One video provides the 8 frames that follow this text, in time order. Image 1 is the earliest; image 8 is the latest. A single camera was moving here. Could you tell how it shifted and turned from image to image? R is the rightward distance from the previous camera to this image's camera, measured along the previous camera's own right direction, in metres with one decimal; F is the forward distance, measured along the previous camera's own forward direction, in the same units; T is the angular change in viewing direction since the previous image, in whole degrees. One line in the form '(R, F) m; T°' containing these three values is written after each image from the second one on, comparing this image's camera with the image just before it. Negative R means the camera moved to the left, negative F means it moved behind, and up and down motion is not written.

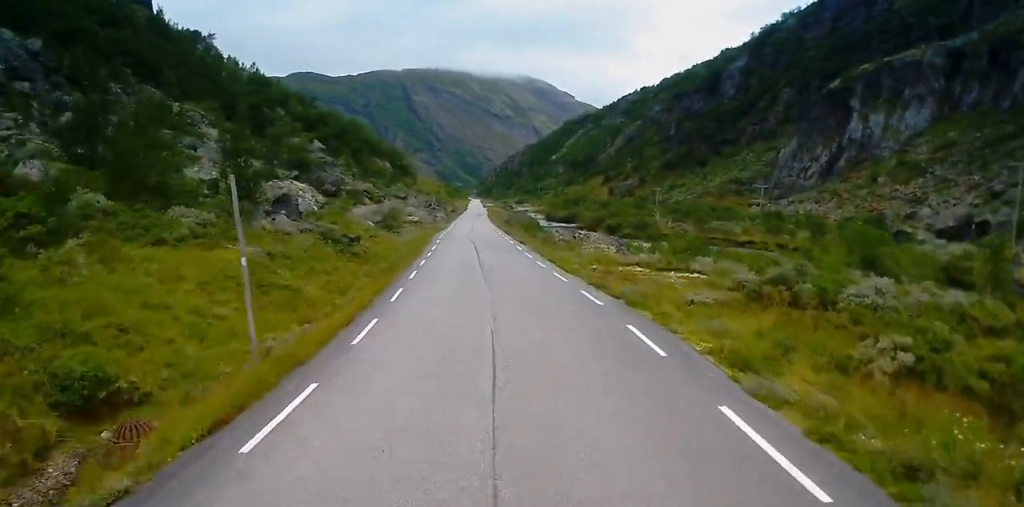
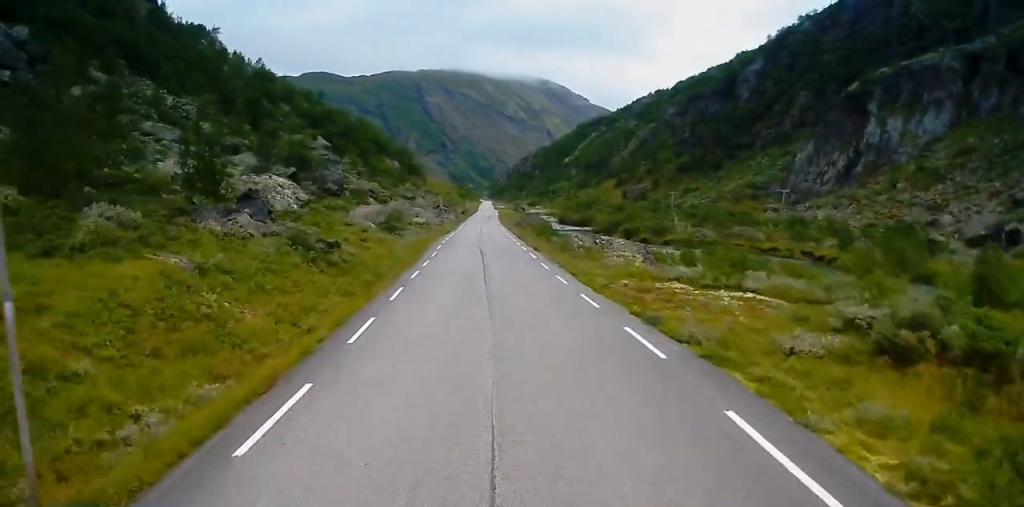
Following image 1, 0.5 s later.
(-0.1, +6.6) m; 0°
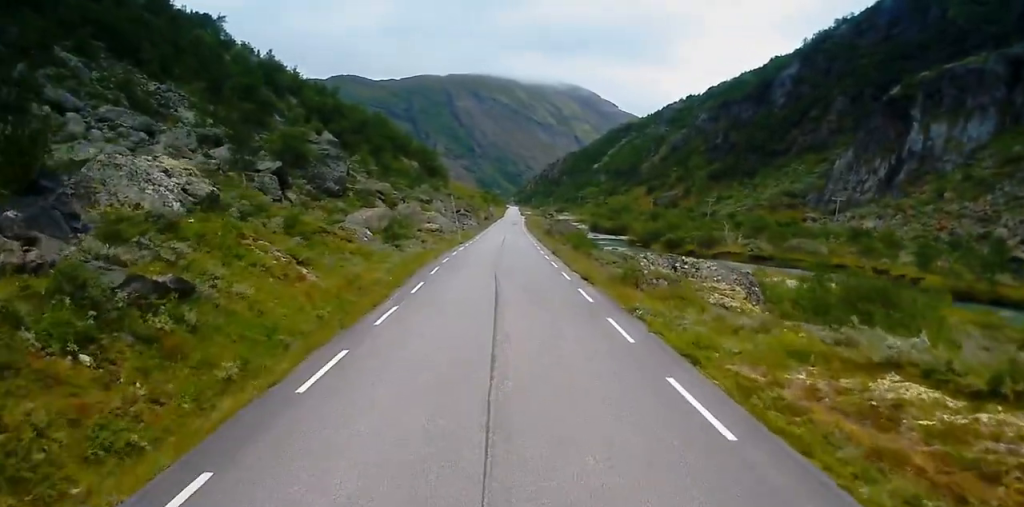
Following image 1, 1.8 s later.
(+0.1, +16.2) m; 0°
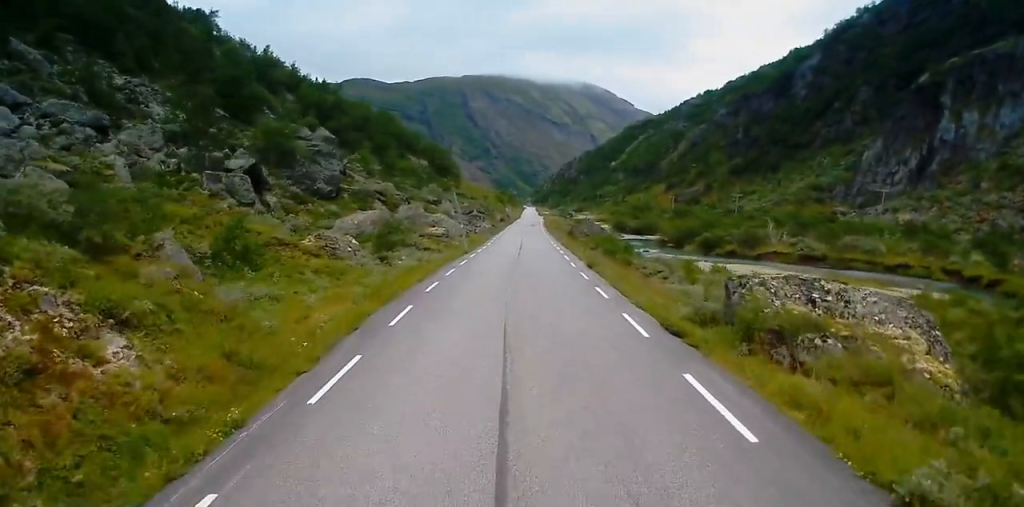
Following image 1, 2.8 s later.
(-0.1, +12.5) m; -2°
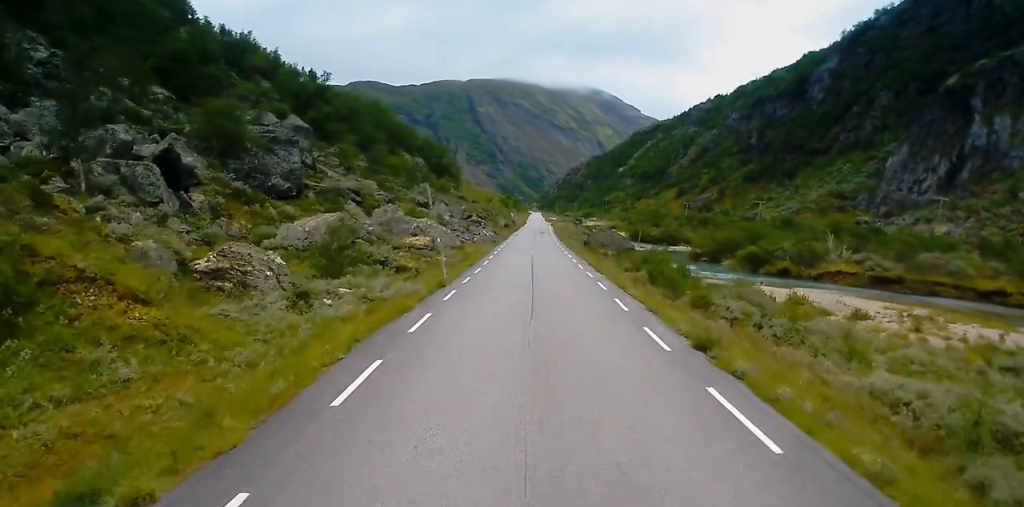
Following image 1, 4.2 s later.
(-0.5, +18.3) m; -1°
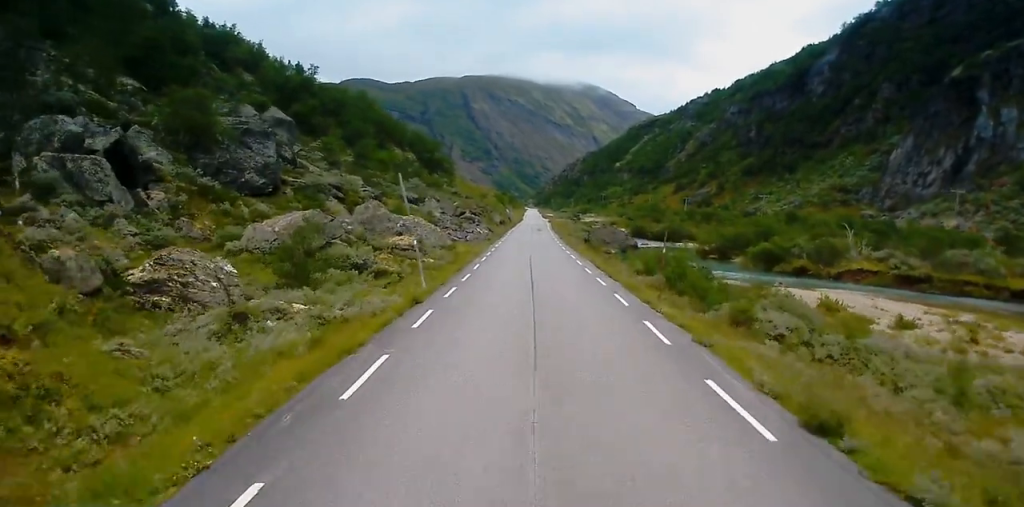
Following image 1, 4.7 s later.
(0.0, +5.8) m; +1°
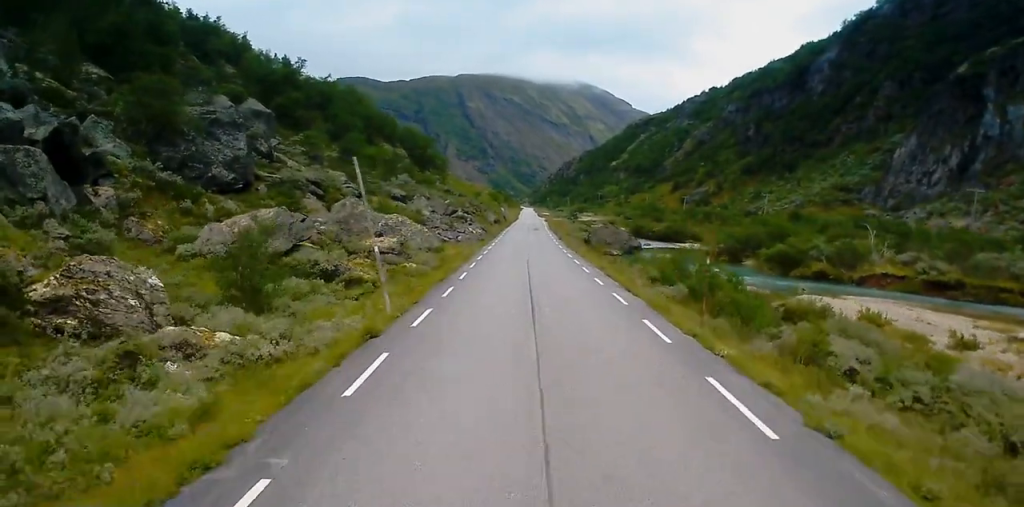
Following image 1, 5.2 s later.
(+0.1, +6.0) m; 0°
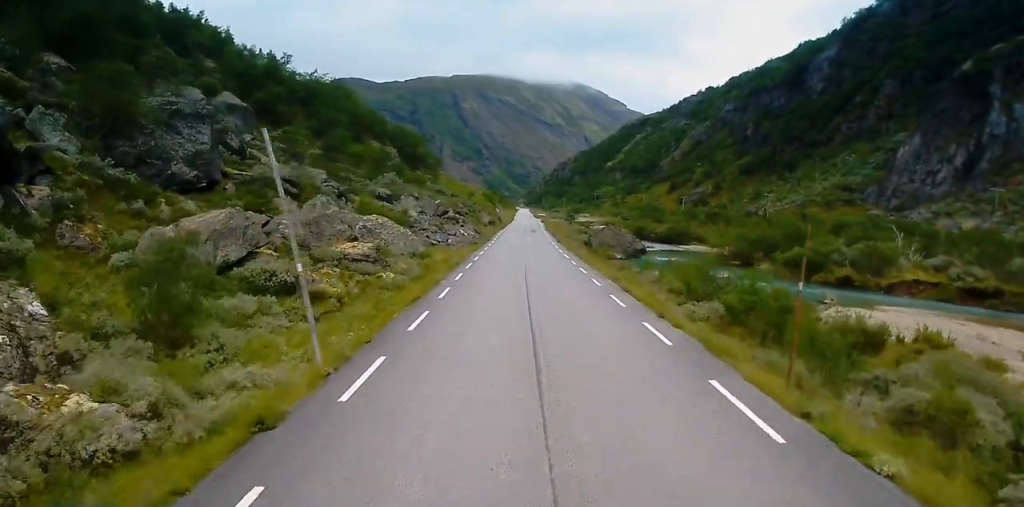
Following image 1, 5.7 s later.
(+0.1, +6.2) m; 0°
